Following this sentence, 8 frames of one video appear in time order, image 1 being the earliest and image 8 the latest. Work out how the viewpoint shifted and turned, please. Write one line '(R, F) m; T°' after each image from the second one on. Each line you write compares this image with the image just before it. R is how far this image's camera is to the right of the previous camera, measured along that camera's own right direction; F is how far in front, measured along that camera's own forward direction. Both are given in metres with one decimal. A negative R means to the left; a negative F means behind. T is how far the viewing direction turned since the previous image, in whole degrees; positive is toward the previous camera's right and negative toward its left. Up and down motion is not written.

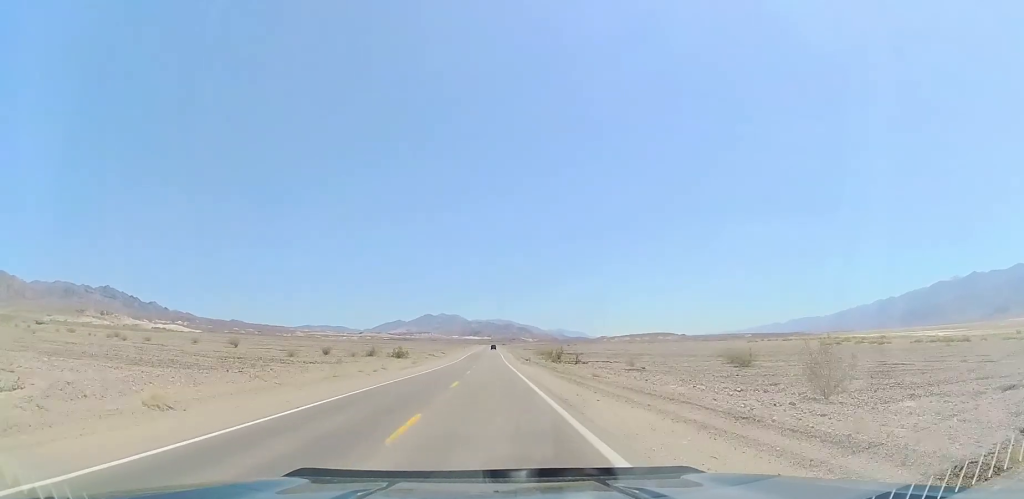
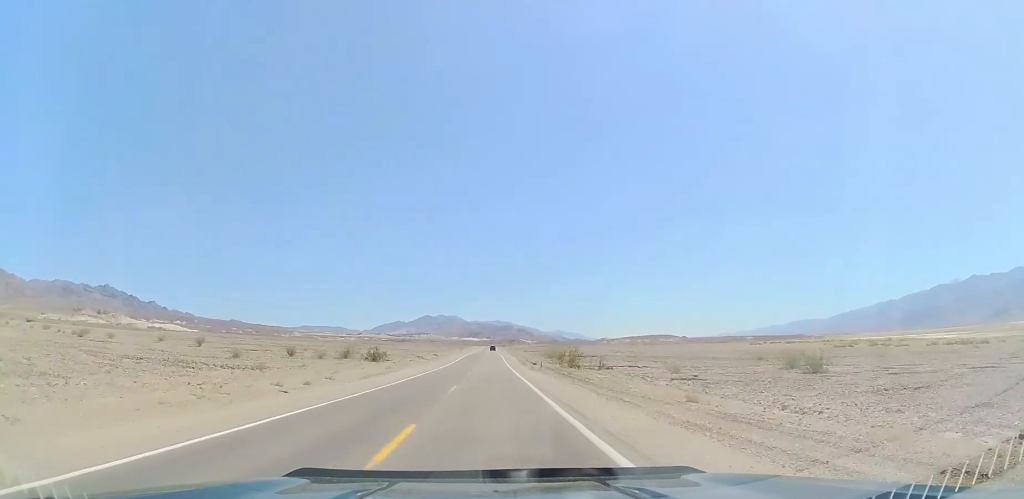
(0.0, +17.0) m; 0°
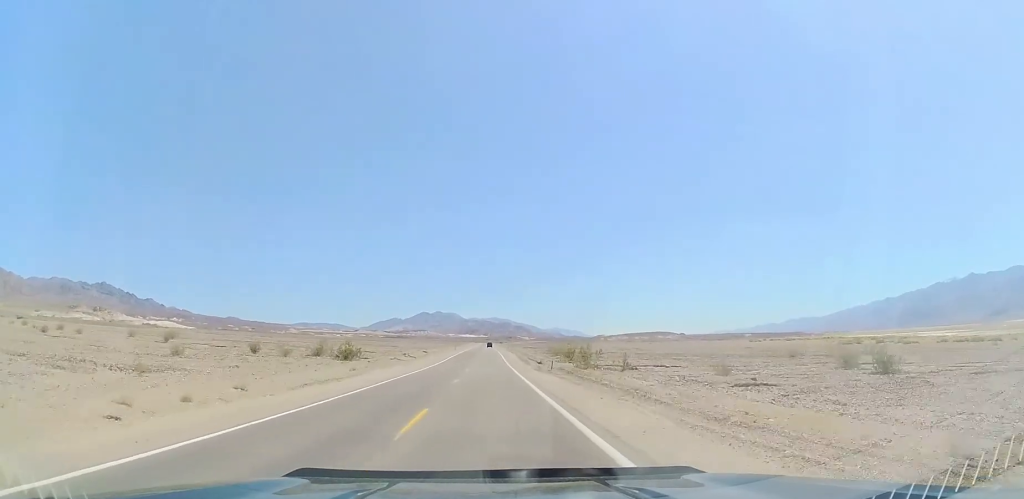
(0.0, +11.9) m; 0°
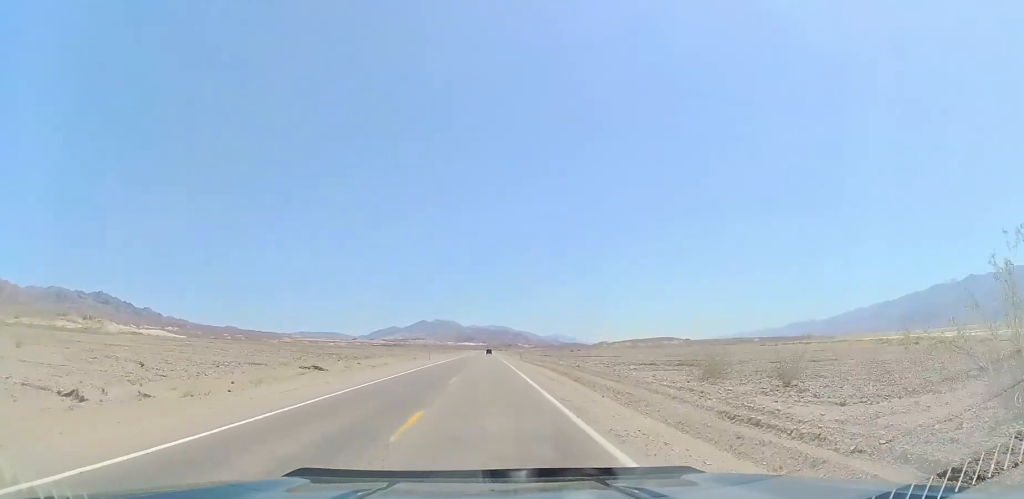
(0.0, +59.7) m; 0°
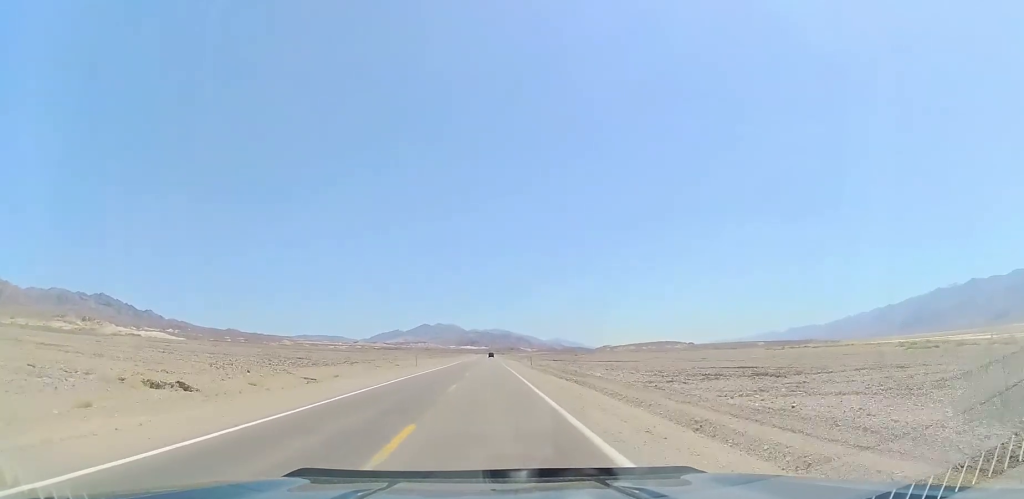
(0.0, +16.6) m; 0°
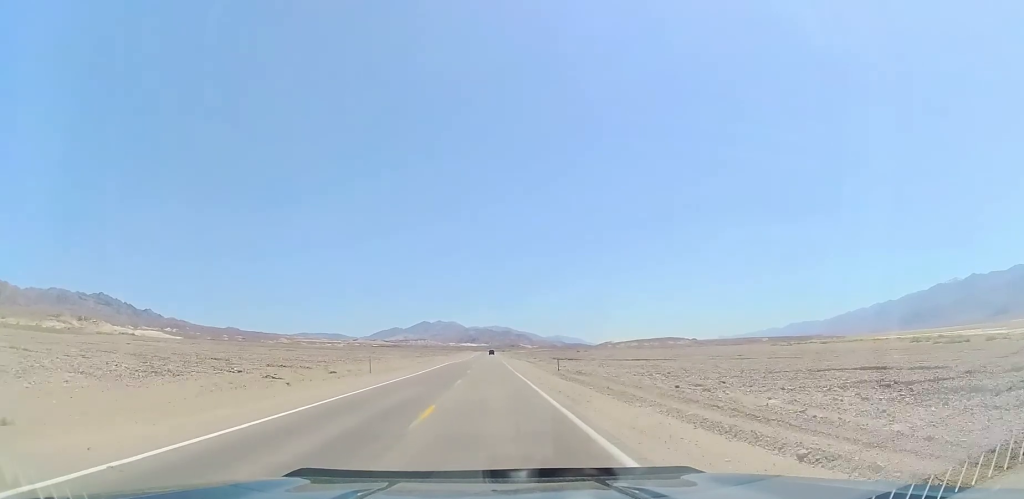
(0.0, +25.4) m; 0°
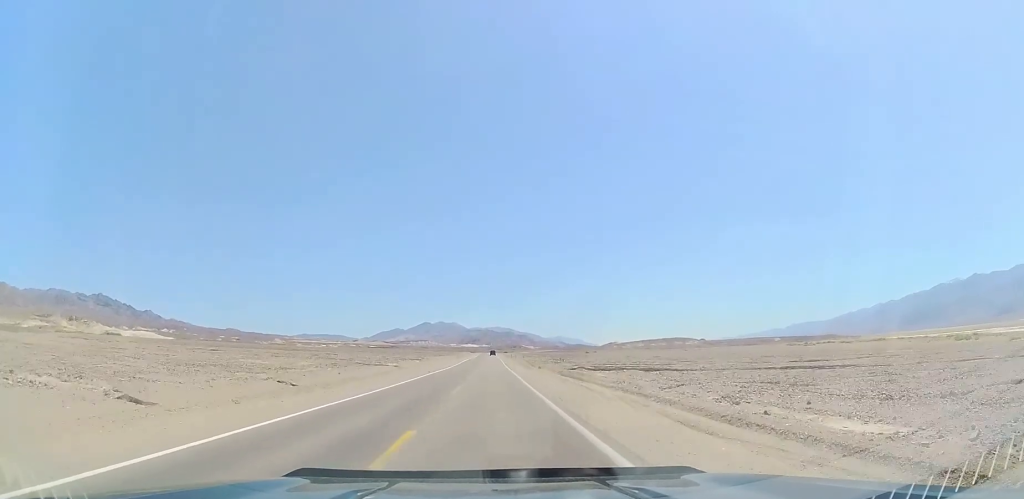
(0.0, +63.3) m; 0°
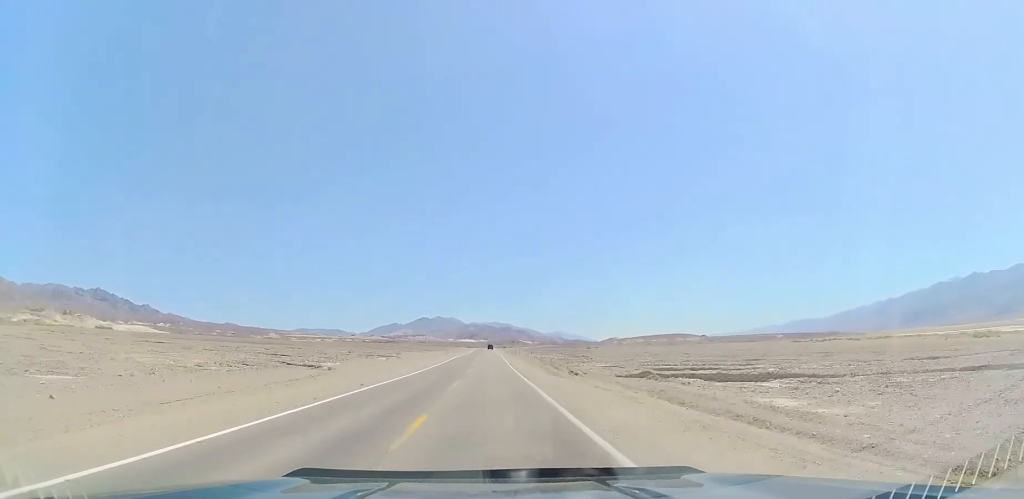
(0.0, +27.1) m; 0°
